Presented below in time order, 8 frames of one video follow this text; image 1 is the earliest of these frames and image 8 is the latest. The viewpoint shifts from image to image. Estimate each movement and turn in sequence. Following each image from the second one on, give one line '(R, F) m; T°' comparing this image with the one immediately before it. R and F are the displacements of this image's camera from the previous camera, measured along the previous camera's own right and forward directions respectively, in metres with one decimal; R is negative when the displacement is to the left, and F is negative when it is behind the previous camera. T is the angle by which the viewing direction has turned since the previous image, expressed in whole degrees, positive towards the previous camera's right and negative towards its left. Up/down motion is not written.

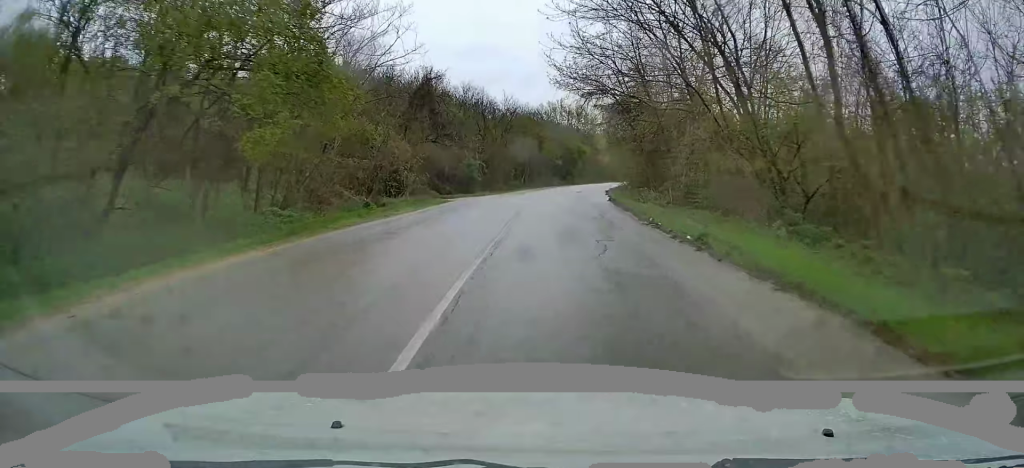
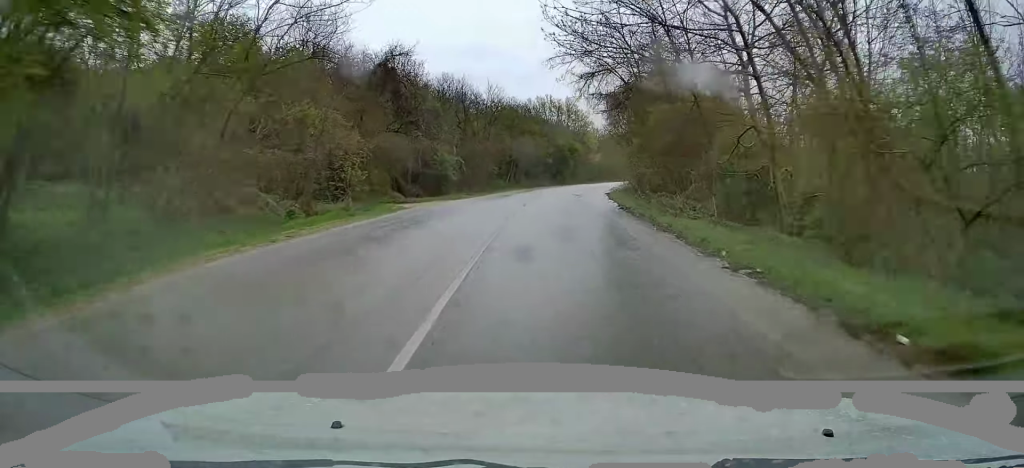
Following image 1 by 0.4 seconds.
(0.0, +8.4) m; +1°
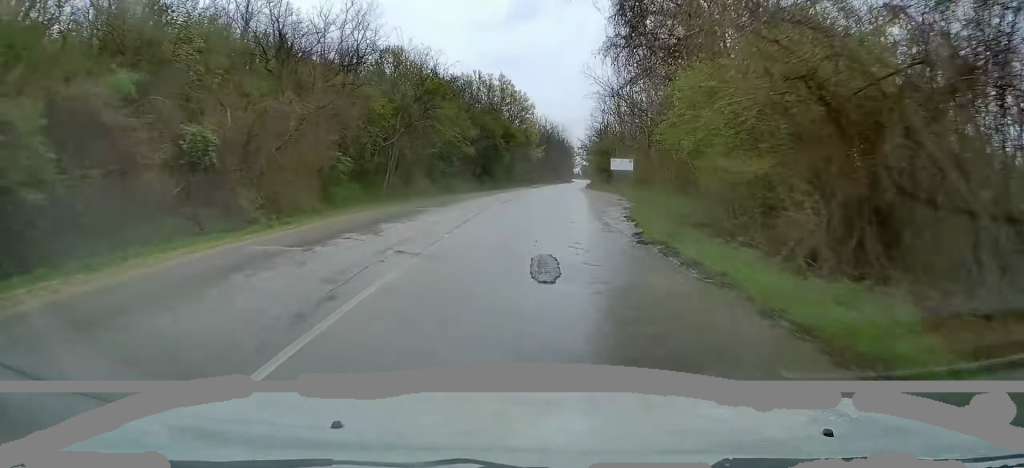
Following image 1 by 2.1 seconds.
(+1.0, +32.3) m; +5°
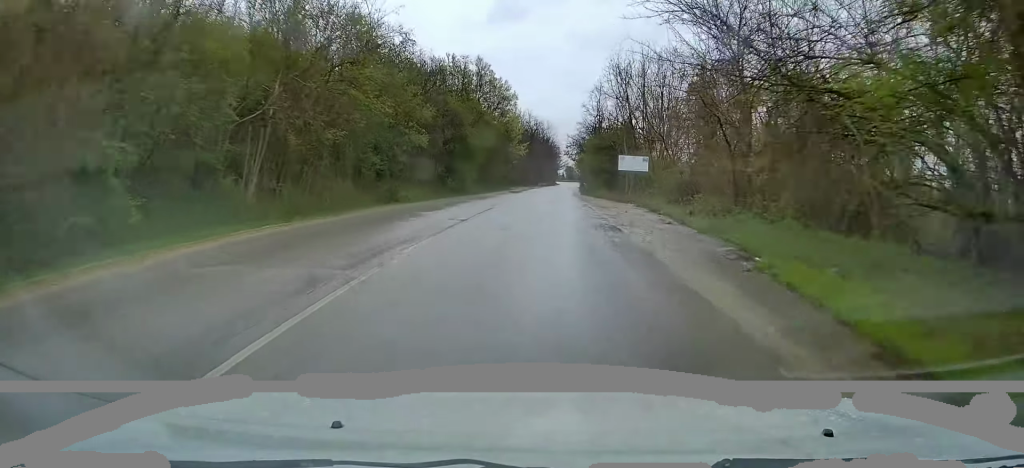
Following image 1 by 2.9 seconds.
(+0.5, +15.4) m; +2°
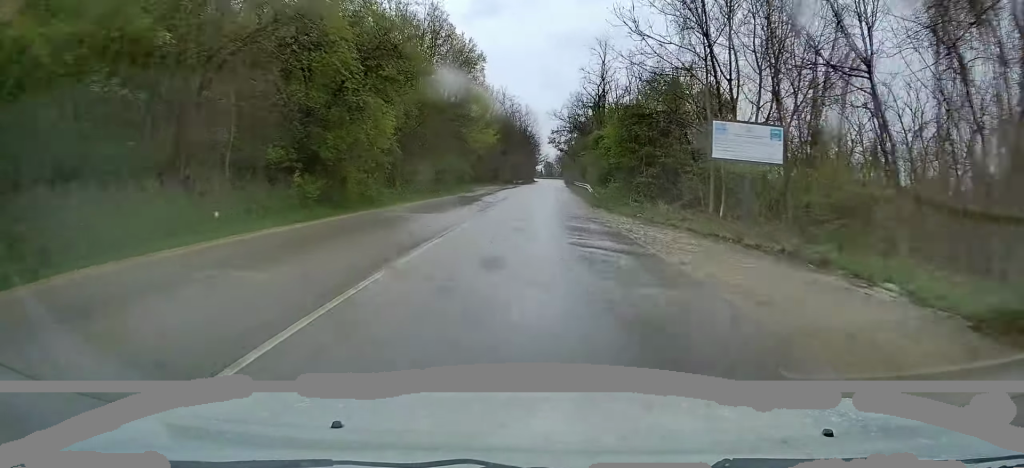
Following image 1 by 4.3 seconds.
(+0.4, +26.9) m; +2°
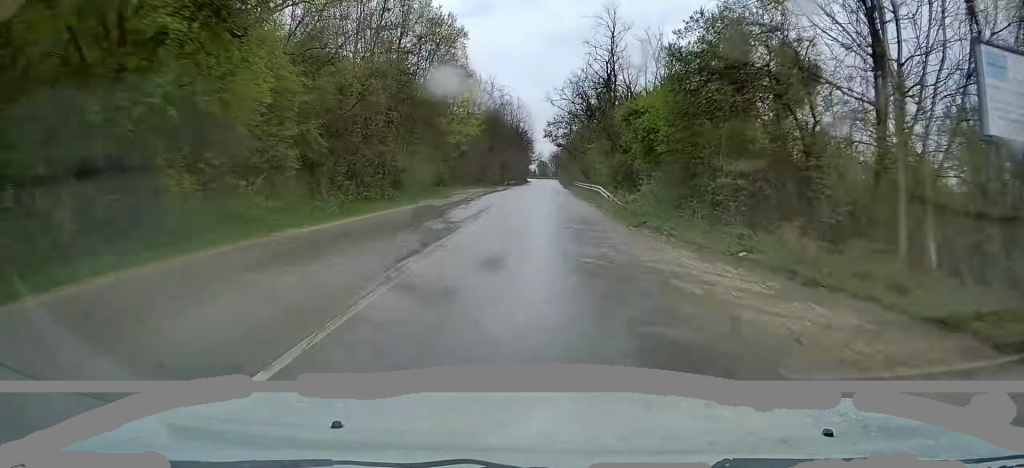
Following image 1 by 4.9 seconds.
(+0.2, +11.5) m; +1°
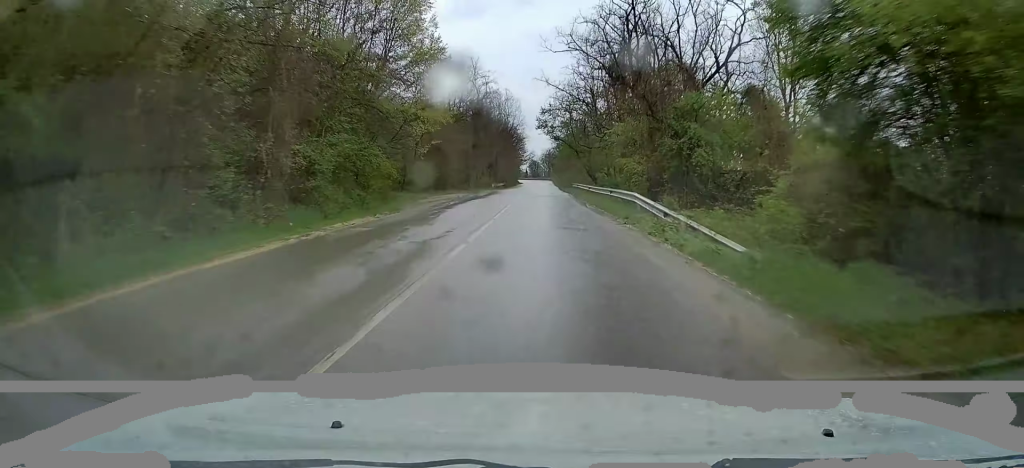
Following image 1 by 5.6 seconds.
(+0.1, +13.3) m; 0°
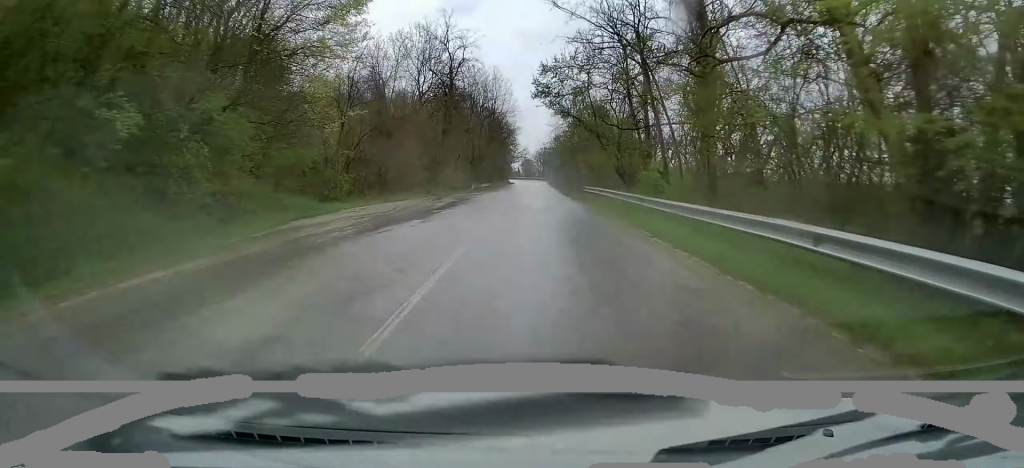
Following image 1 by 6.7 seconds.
(-0.1, +20.2) m; 0°
